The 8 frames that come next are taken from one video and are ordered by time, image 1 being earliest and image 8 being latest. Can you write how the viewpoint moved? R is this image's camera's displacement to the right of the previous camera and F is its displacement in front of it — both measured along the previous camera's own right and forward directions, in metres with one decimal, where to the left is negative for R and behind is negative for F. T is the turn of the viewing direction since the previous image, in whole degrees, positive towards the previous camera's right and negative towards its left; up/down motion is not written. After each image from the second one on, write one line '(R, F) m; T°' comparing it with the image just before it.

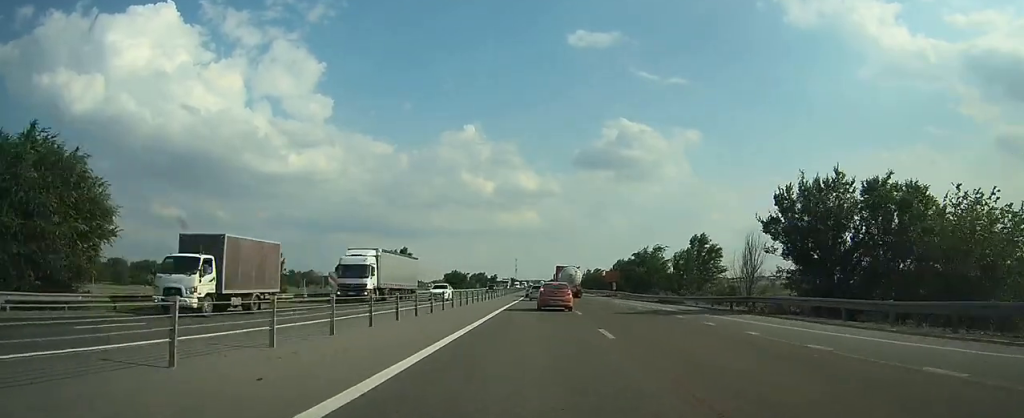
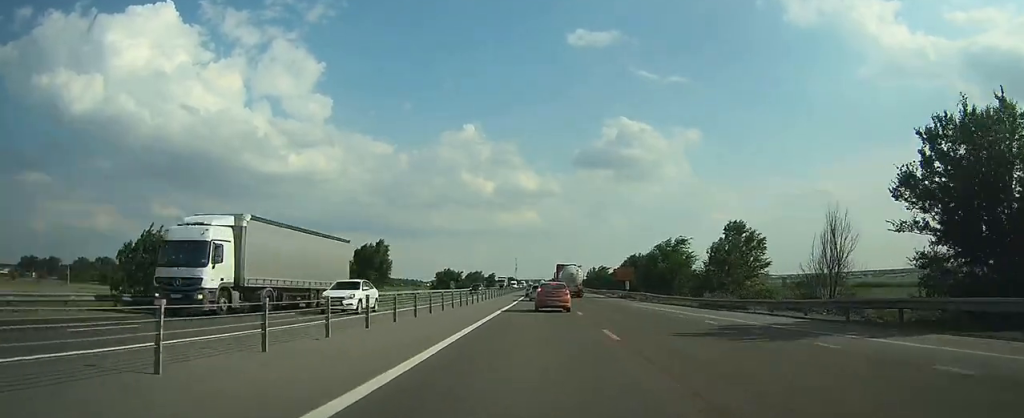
(+0.1, +12.5) m; 0°
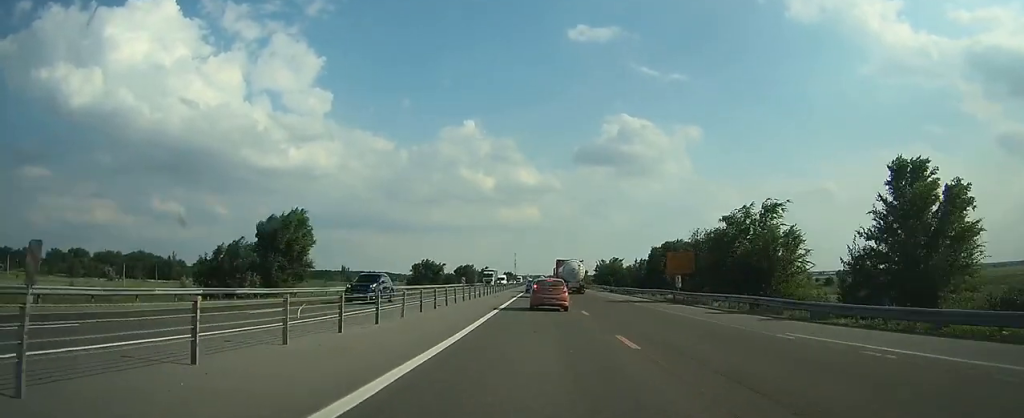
(+0.1, +26.8) m; 0°
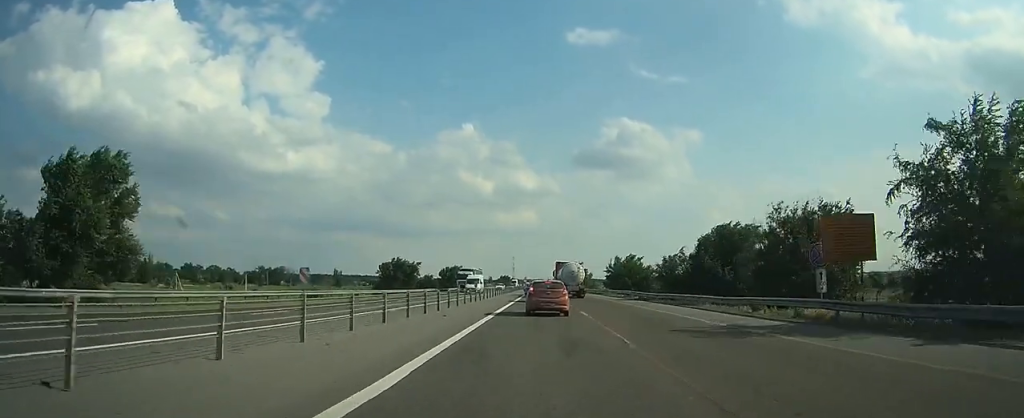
(0.0, +23.9) m; 0°
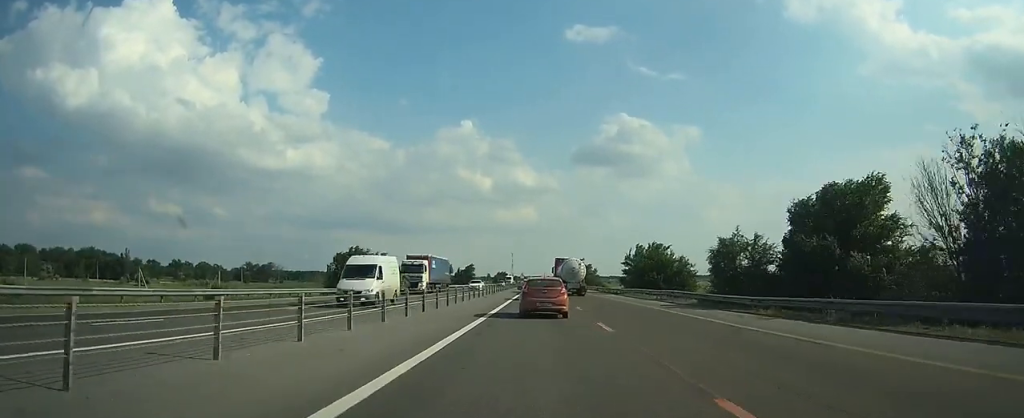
(-0.1, +21.8) m; 0°
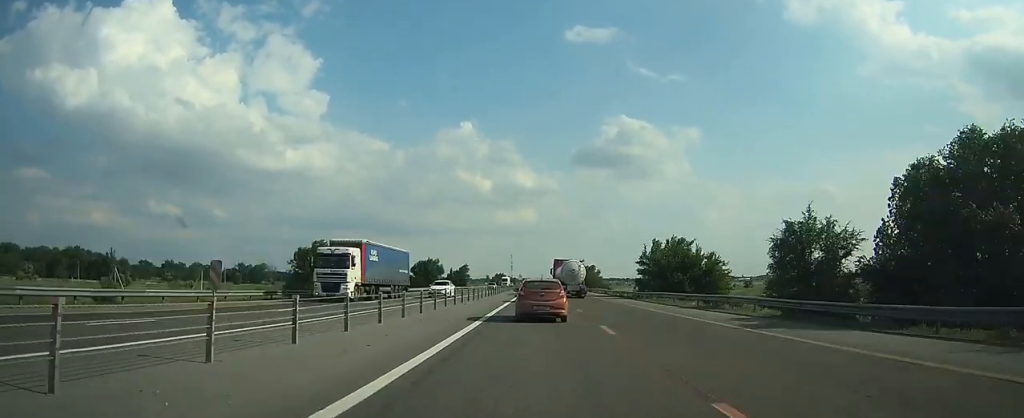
(0.0, +12.9) m; 0°
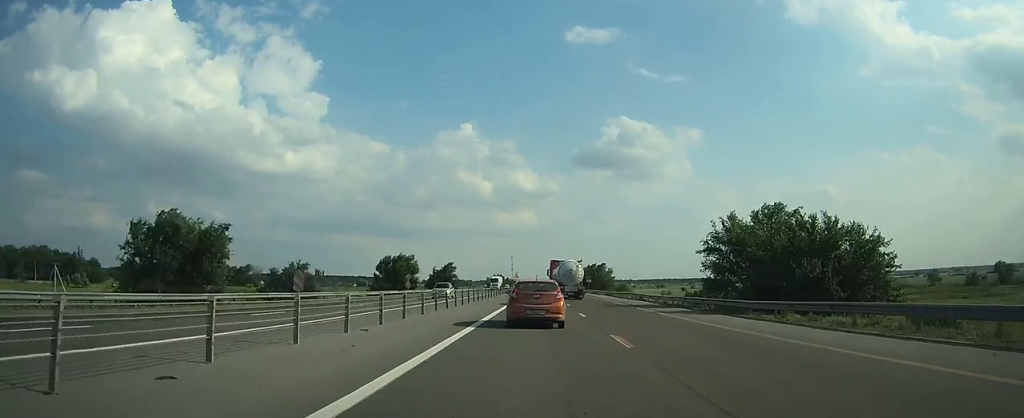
(+0.1, +28.5) m; 0°
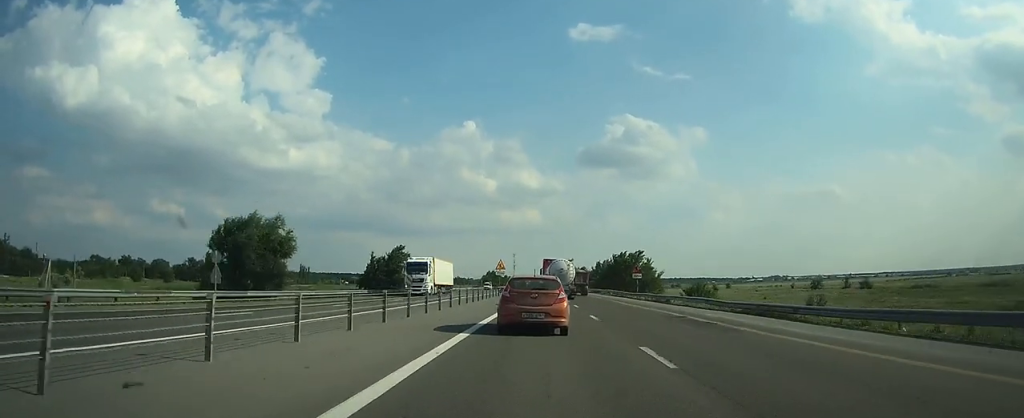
(-0.3, +53.2) m; 0°
